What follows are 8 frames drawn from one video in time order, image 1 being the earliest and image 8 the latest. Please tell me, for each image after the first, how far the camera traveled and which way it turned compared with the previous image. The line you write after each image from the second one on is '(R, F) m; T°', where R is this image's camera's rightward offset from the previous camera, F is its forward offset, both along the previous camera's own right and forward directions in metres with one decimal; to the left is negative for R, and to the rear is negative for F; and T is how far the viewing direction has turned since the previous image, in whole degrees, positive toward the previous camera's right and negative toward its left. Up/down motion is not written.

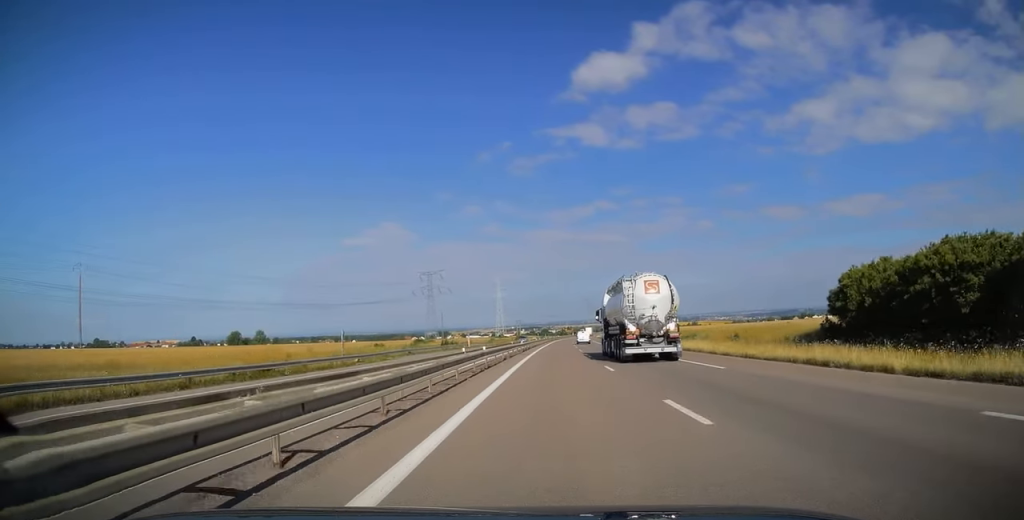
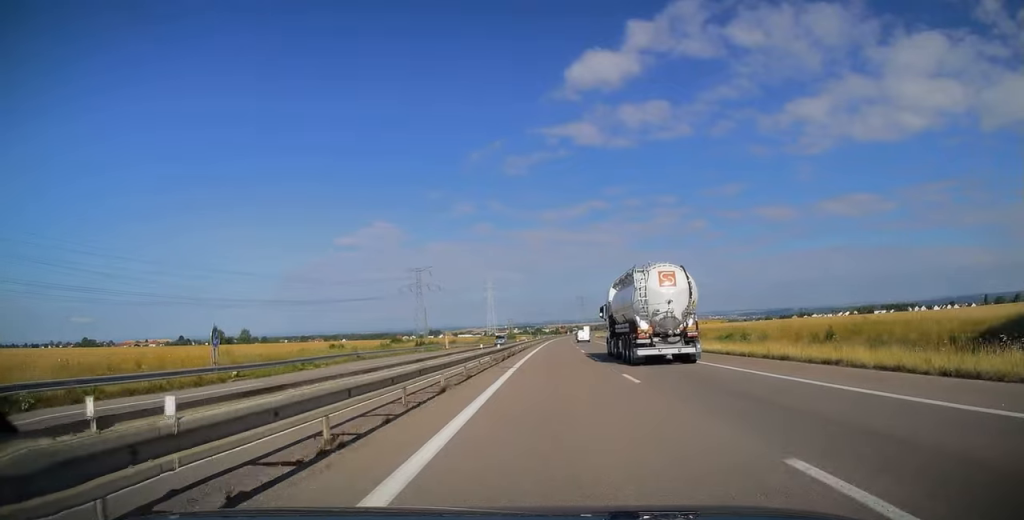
(0.0, +18.7) m; +1°
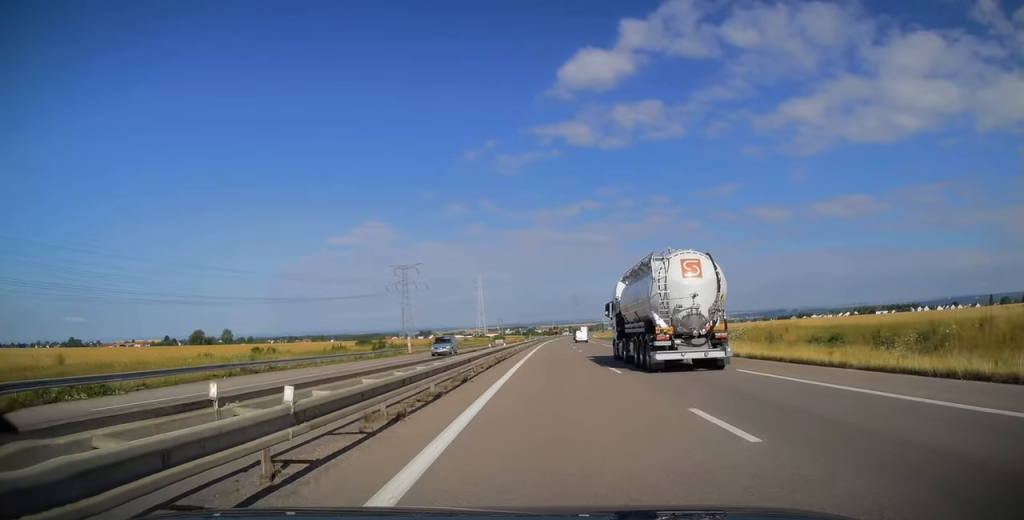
(+0.2, +21.6) m; +1°
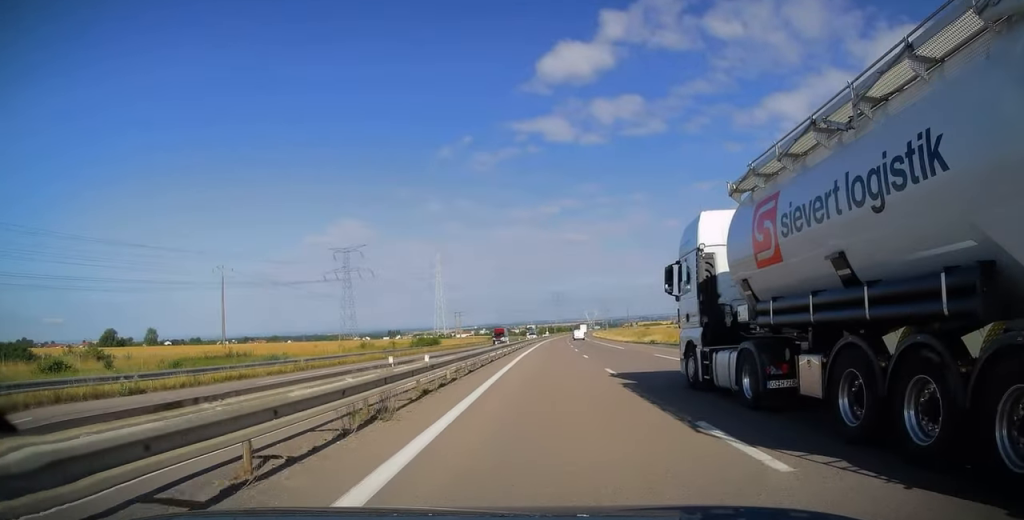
(+1.8, +91.4) m; +2°
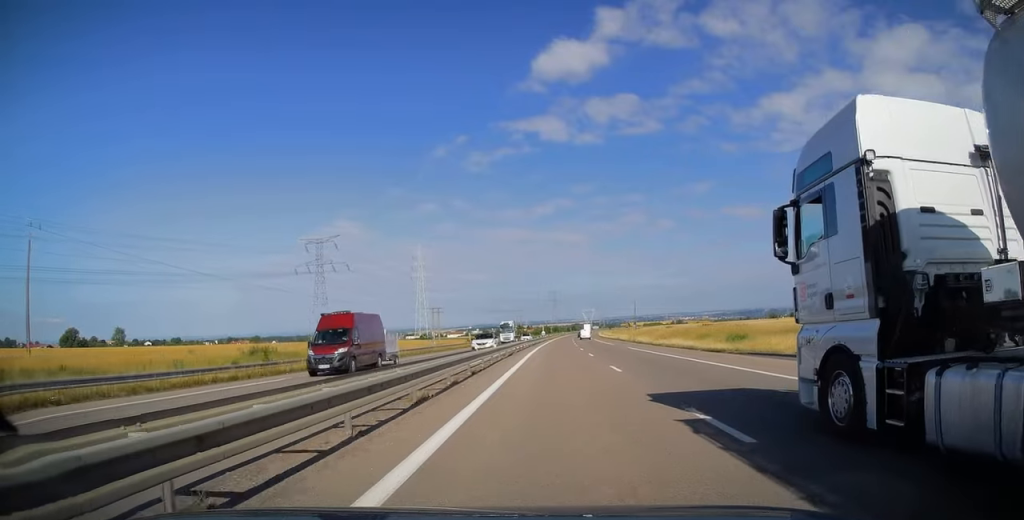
(+0.7, +37.3) m; +1°
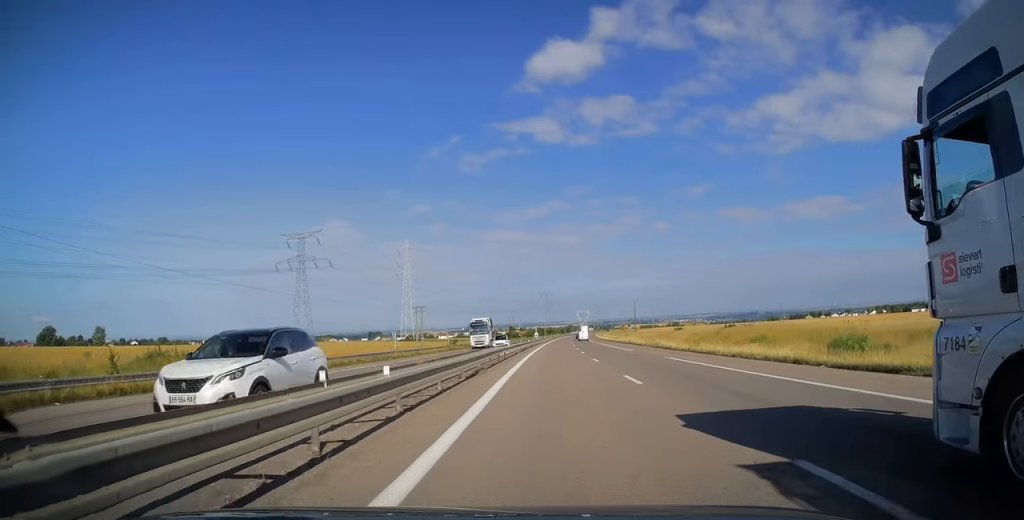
(0.0, +17.2) m; 0°
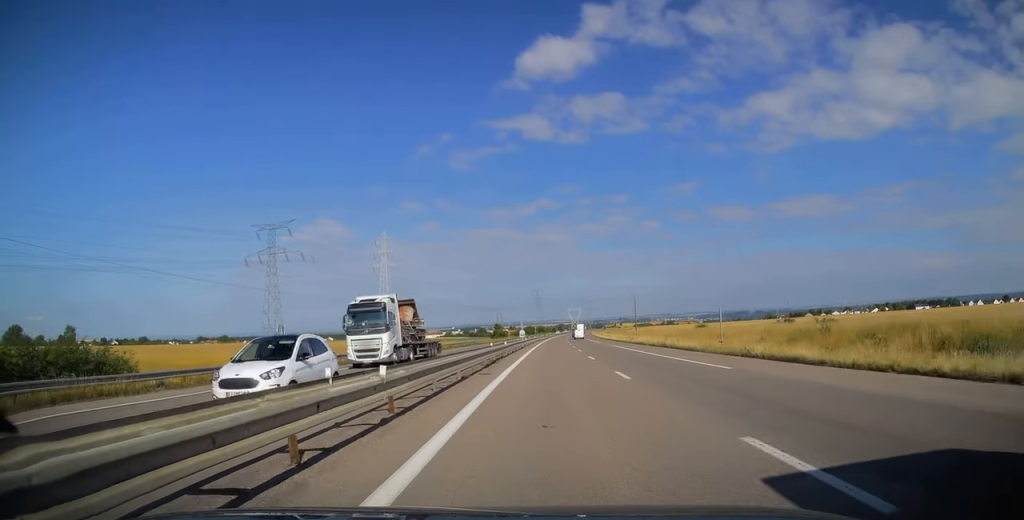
(-0.2, +24.5) m; +1°
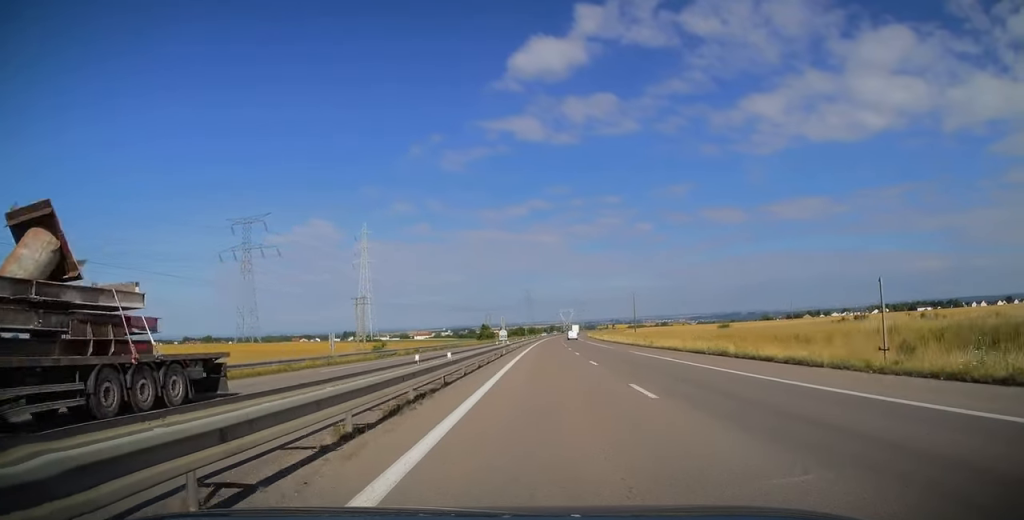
(+0.1, +17.6) m; +2°
